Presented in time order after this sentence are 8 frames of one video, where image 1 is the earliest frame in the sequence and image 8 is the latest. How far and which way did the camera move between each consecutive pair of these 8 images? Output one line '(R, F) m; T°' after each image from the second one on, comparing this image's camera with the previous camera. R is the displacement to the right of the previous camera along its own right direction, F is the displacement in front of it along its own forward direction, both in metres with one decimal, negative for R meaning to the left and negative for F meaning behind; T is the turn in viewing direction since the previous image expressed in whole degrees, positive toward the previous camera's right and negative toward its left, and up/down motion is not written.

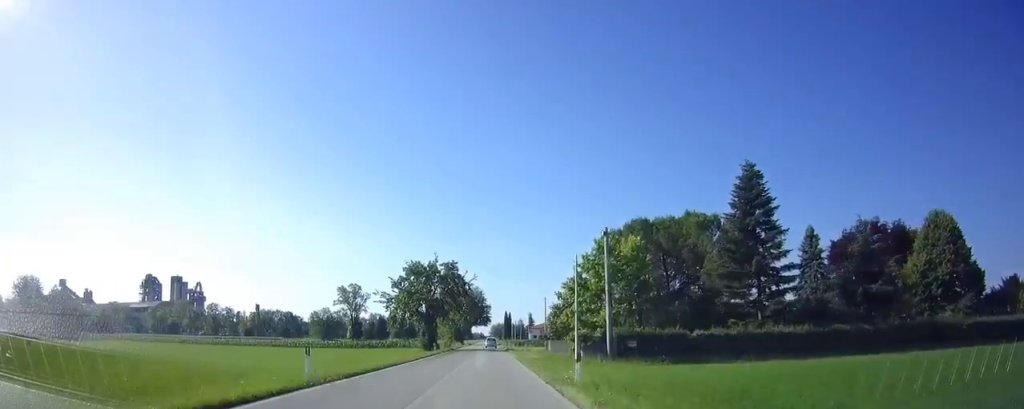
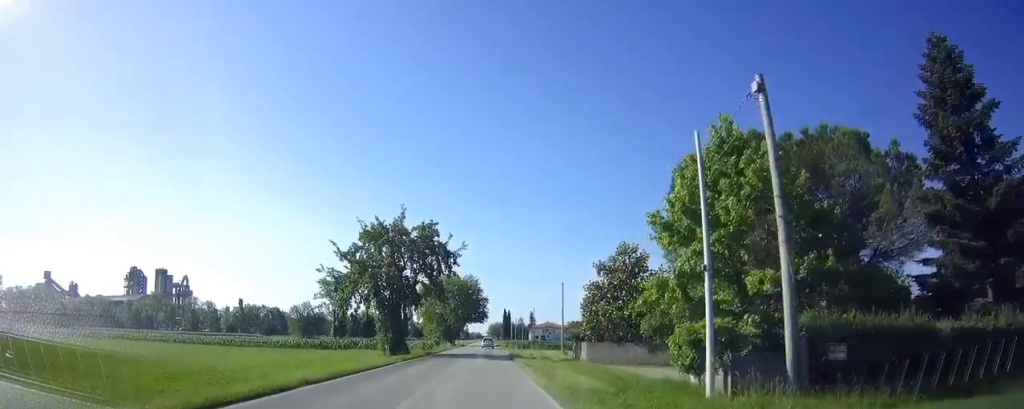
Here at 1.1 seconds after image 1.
(-0.1, +20.7) m; 0°
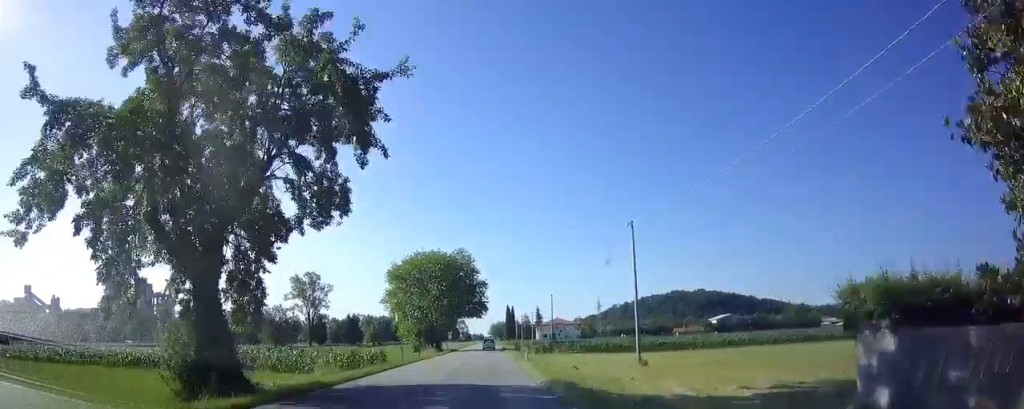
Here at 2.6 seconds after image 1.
(0.0, +28.7) m; 0°
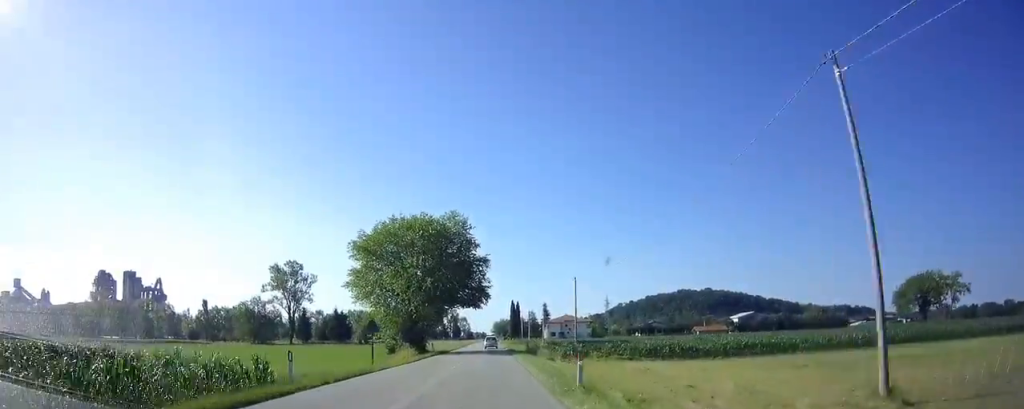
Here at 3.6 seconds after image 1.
(-0.1, +18.0) m; 0°
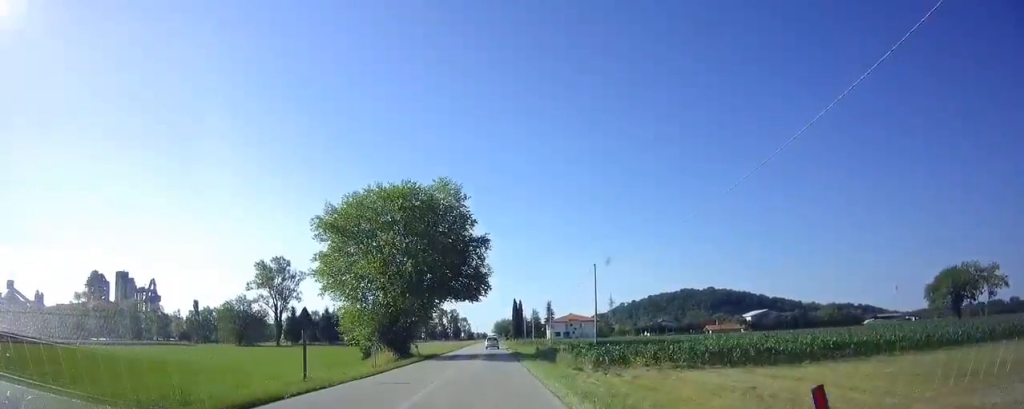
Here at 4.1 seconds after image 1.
(+0.1, +9.9) m; 0°
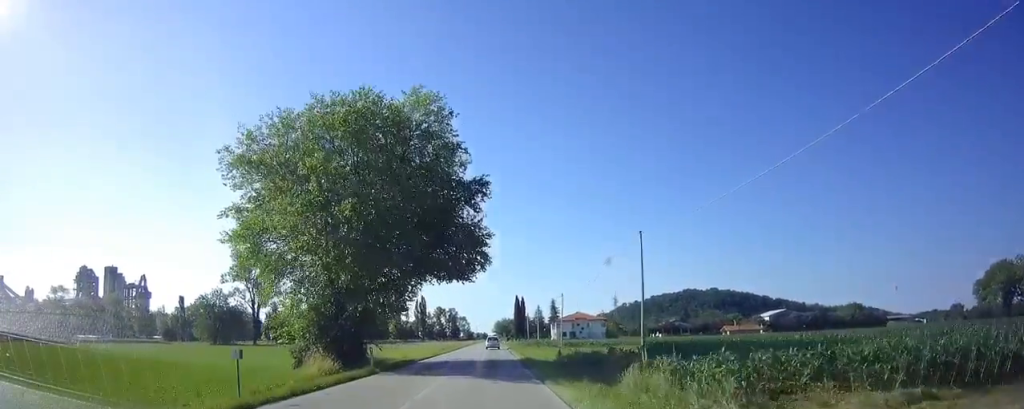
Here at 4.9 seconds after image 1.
(0.0, +13.6) m; 0°
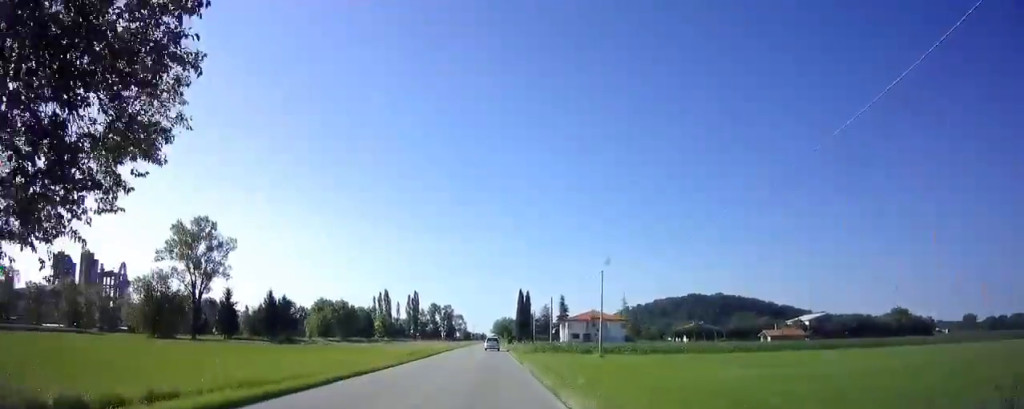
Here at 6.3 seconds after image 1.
(+0.1, +26.5) m; 0°
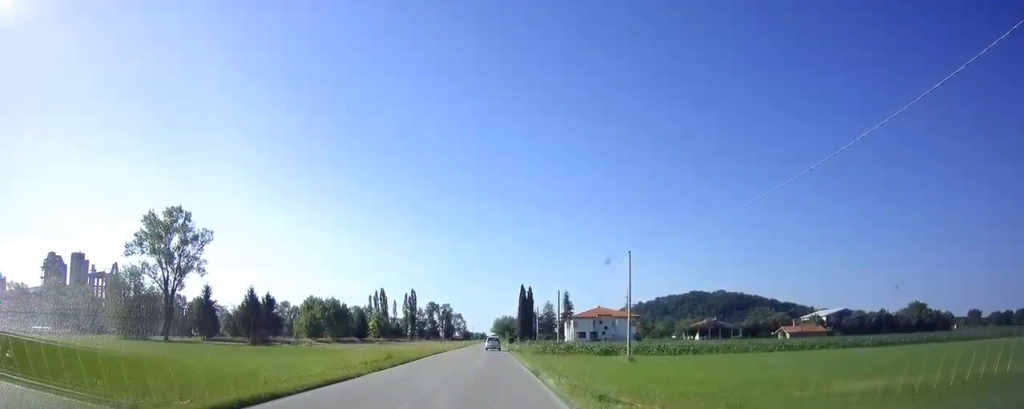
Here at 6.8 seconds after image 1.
(-0.1, +9.2) m; 0°
